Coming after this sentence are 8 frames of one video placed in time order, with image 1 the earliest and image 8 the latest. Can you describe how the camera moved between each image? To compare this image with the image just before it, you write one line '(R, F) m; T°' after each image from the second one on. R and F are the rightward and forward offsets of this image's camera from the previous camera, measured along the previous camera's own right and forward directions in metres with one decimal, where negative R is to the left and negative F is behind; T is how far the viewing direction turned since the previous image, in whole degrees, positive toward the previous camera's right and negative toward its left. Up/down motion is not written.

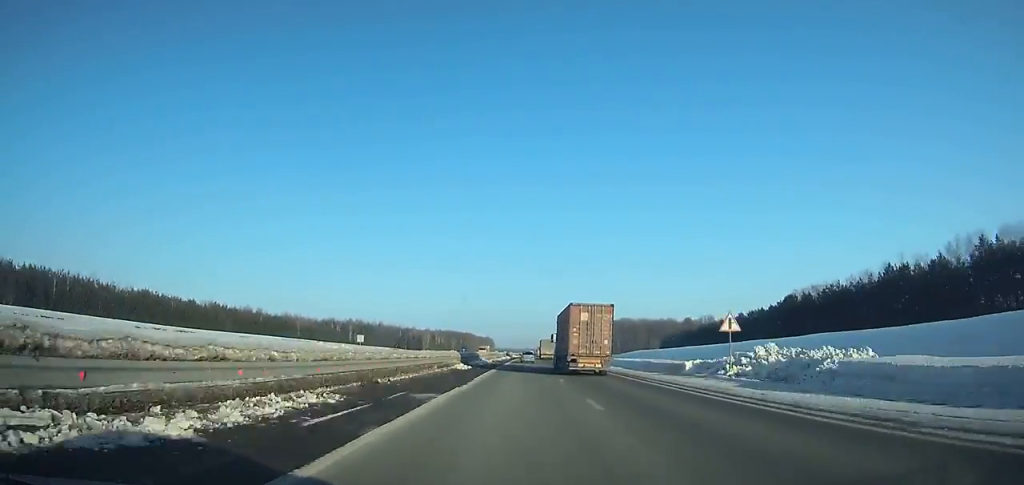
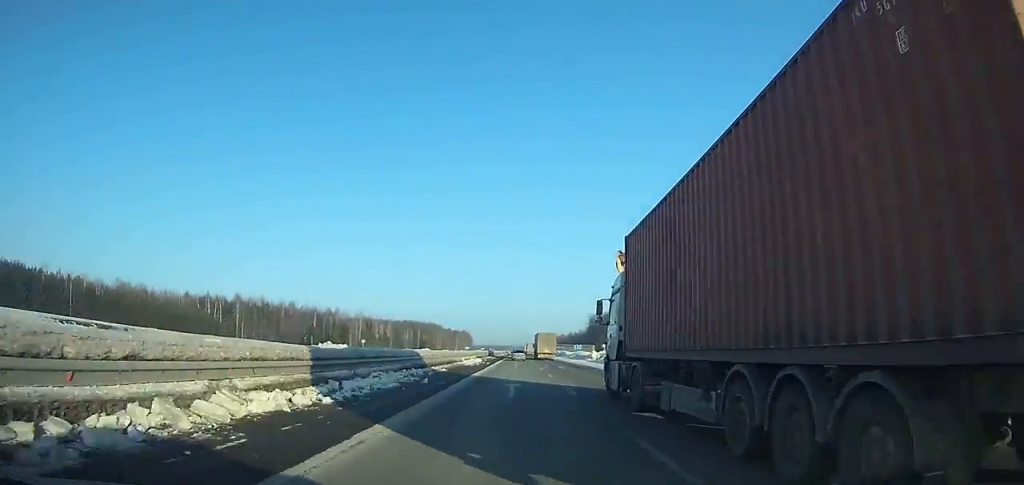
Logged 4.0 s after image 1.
(+1.3, +113.8) m; +1°
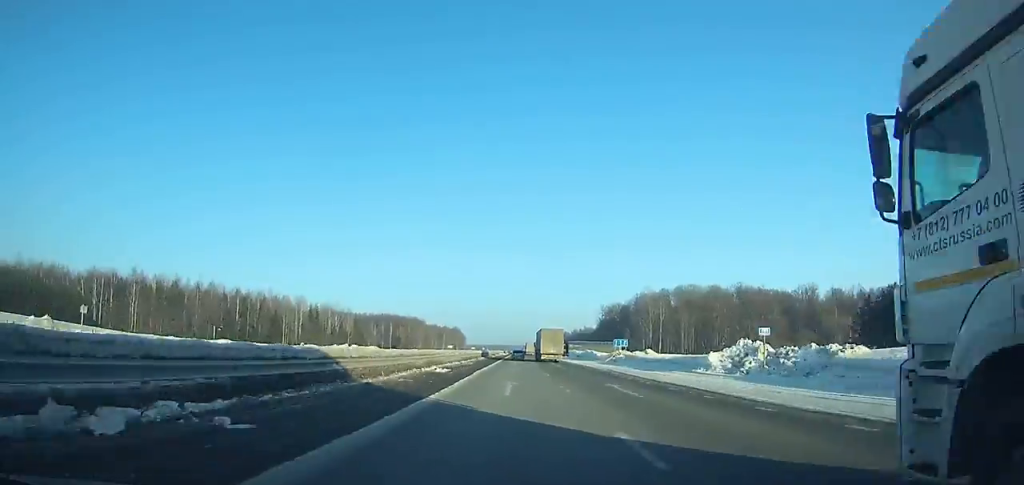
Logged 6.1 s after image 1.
(-0.1, +58.3) m; 0°
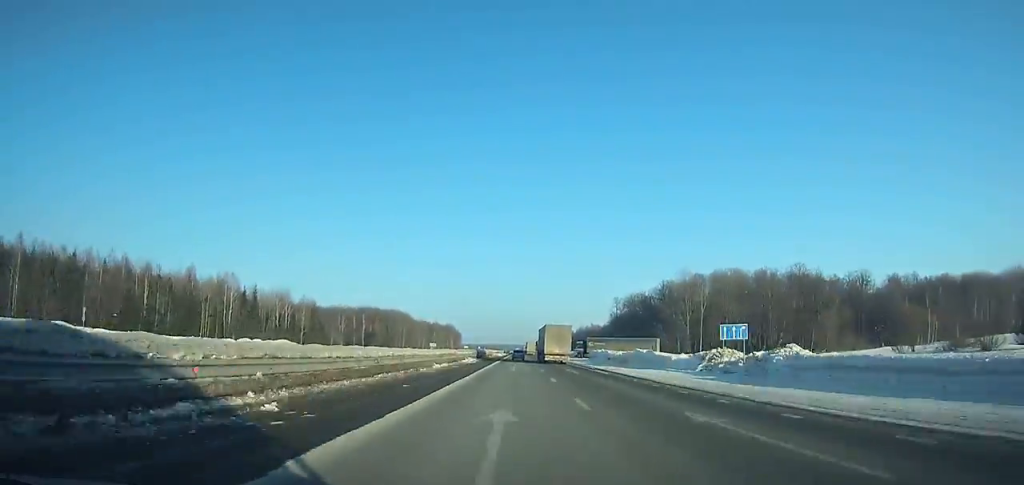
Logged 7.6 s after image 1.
(0.0, +41.2) m; 0°
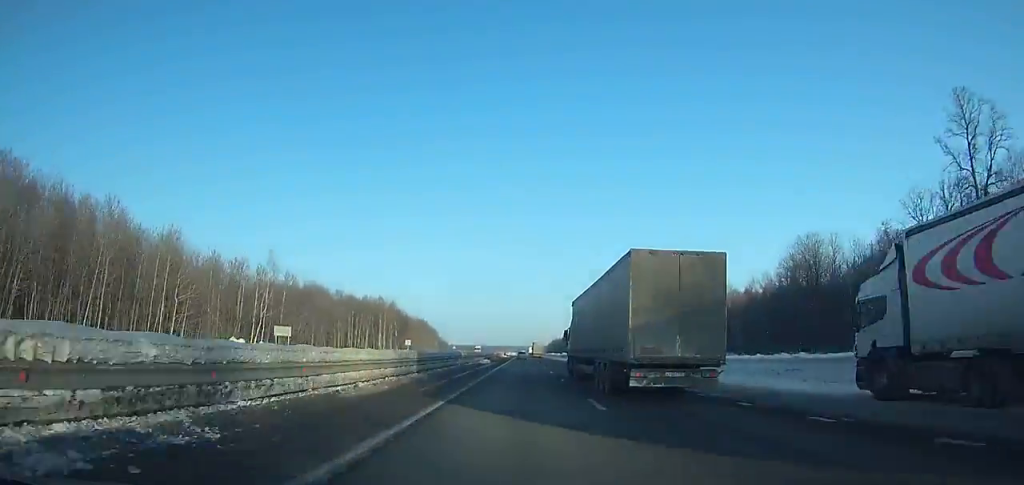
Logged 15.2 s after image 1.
(+0.1, +206.1) m; 0°
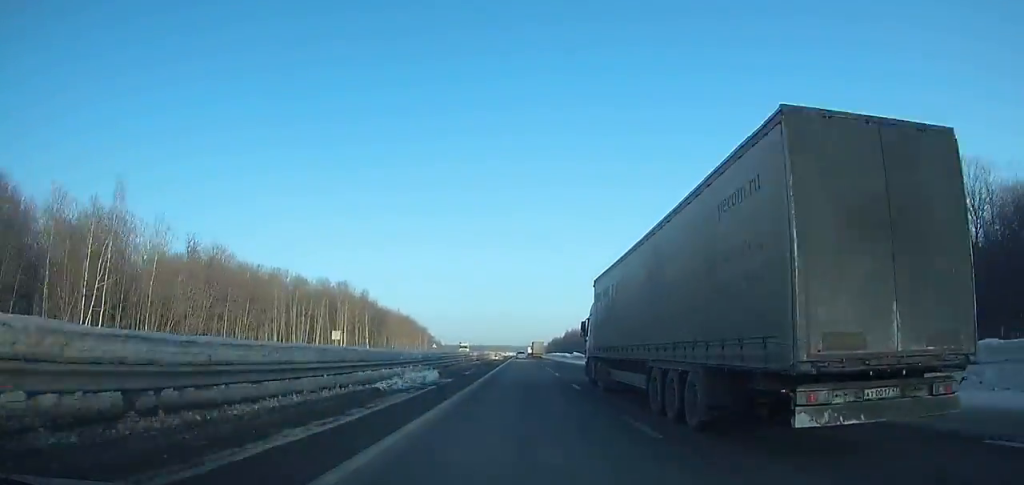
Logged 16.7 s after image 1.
(0.0, +41.1) m; 0°
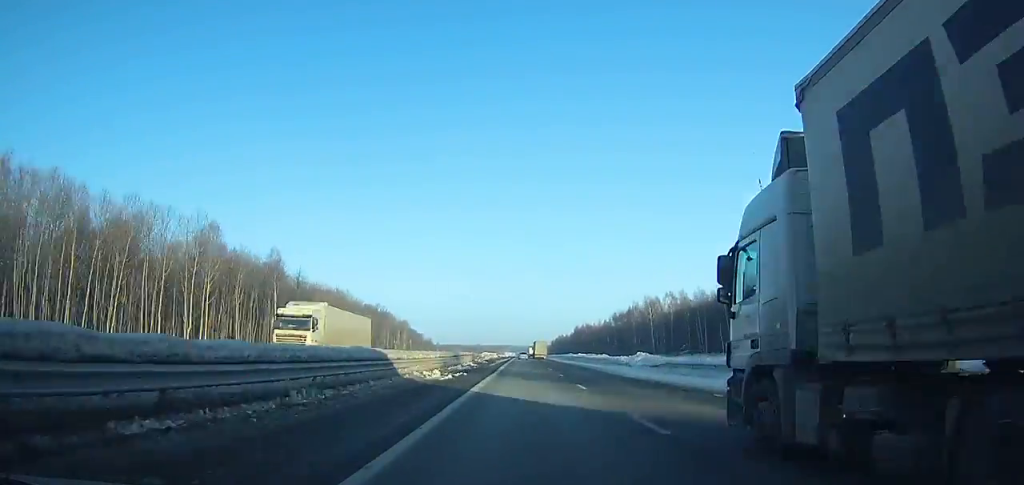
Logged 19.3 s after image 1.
(+0.1, +72.1) m; 0°
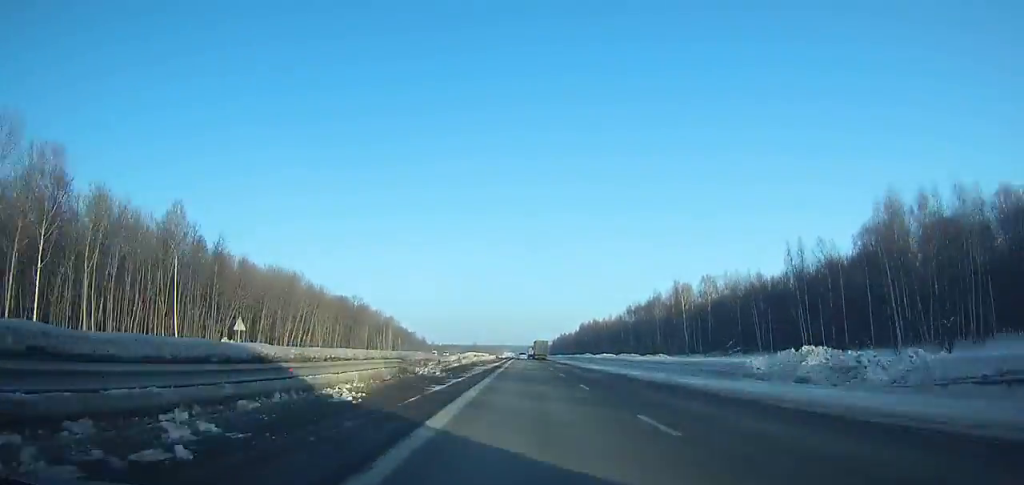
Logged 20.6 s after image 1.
(+0.1, +36.6) m; 0°
